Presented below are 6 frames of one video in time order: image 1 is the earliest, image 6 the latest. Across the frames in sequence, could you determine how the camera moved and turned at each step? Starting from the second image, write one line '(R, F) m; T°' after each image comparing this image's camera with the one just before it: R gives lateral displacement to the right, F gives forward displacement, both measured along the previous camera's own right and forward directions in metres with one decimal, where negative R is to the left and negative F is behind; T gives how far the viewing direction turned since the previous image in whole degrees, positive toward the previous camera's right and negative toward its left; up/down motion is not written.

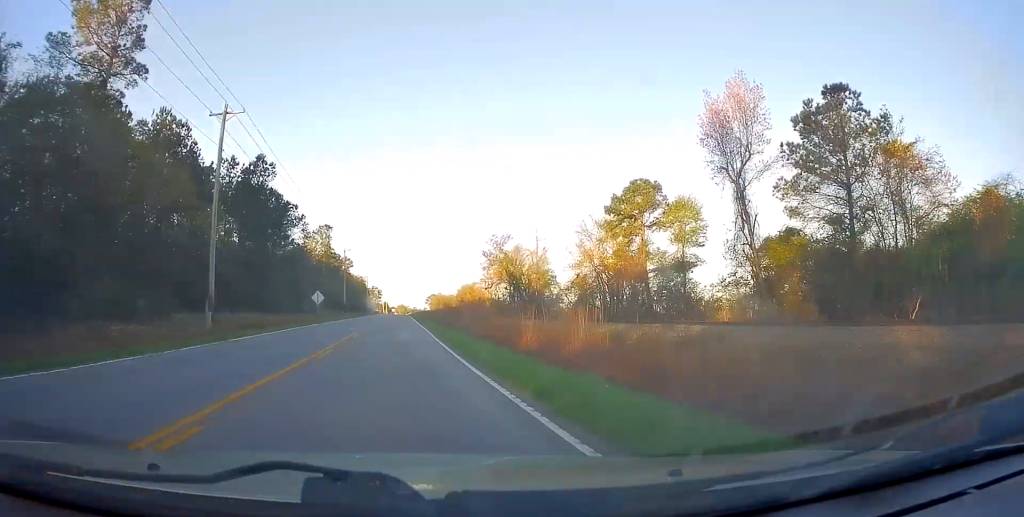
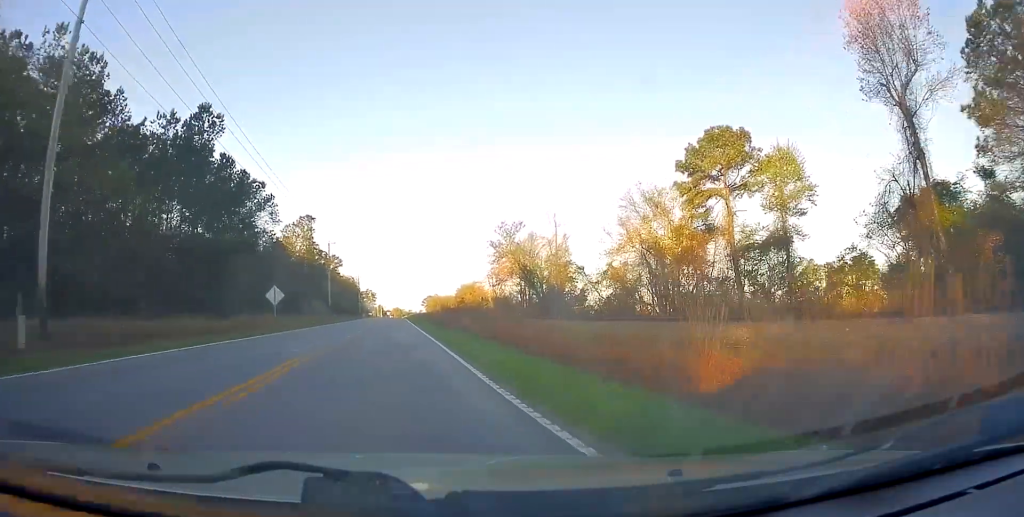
(-0.2, +16.6) m; -1°
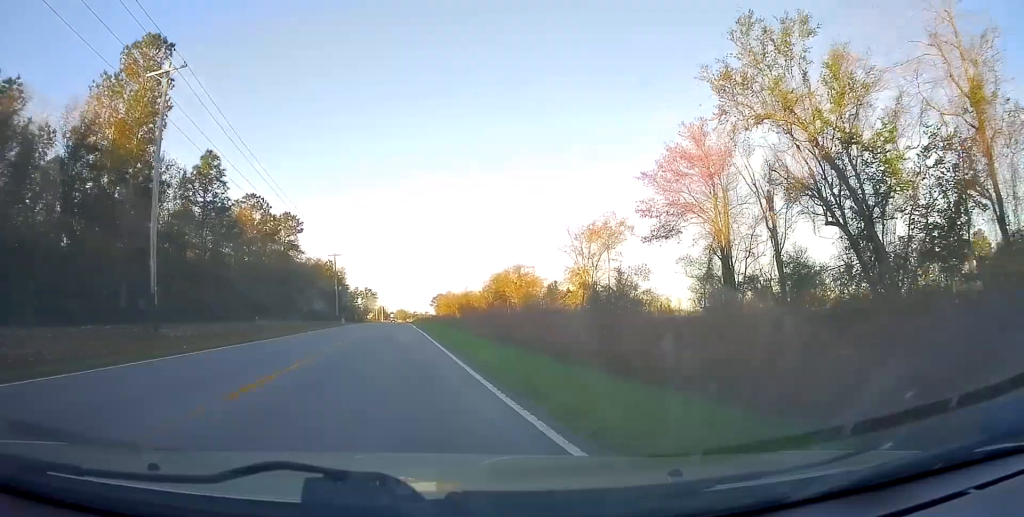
(+0.5, +70.8) m; +1°
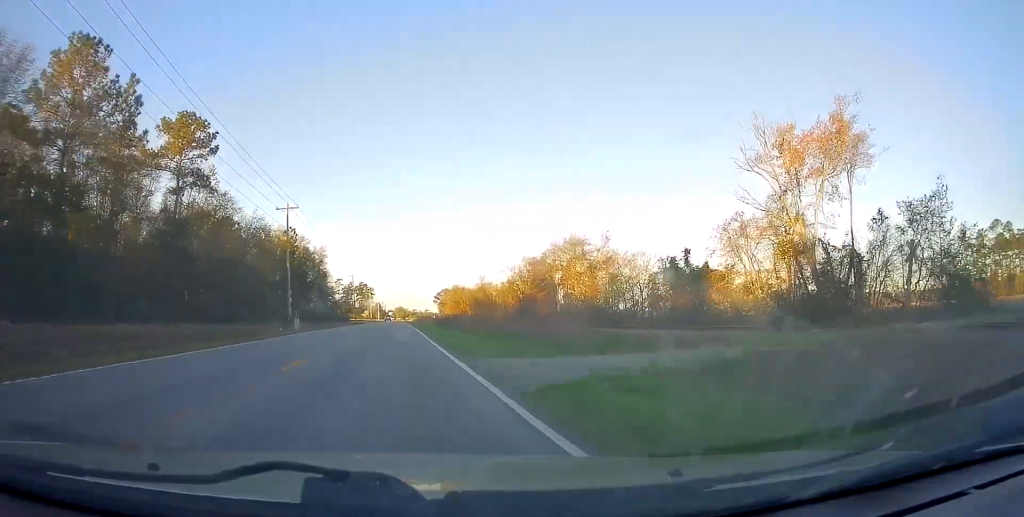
(+0.7, +44.6) m; 0°
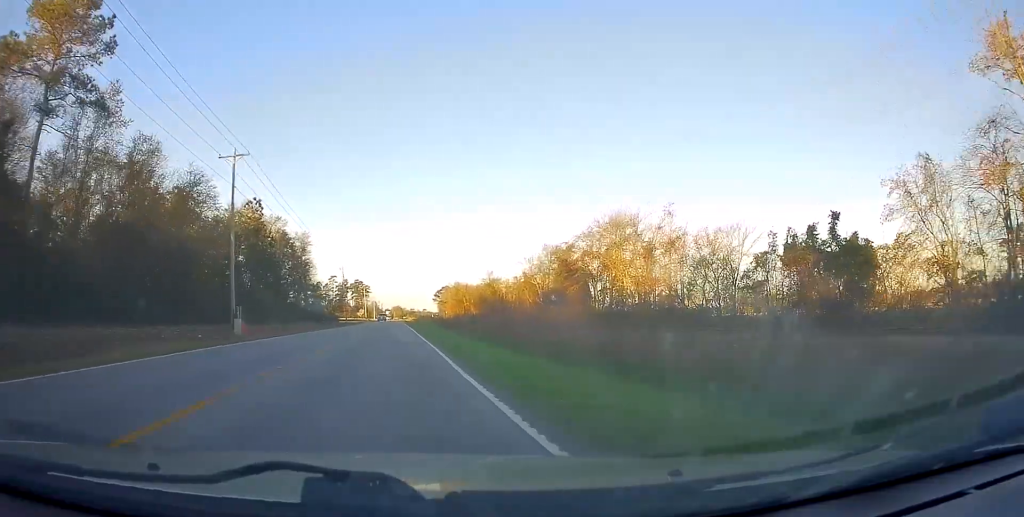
(-1.0, +20.1) m; 0°
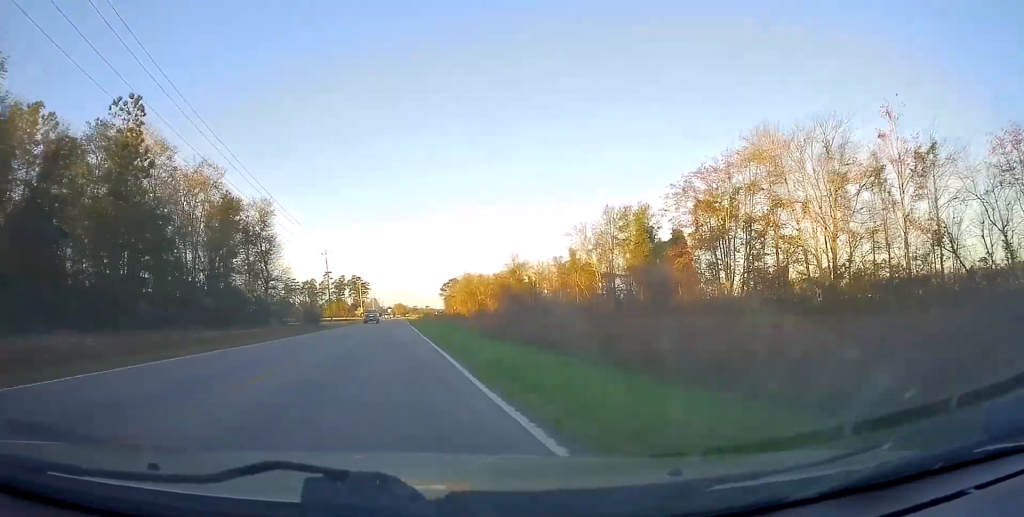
(+1.0, +31.8) m; +1°
